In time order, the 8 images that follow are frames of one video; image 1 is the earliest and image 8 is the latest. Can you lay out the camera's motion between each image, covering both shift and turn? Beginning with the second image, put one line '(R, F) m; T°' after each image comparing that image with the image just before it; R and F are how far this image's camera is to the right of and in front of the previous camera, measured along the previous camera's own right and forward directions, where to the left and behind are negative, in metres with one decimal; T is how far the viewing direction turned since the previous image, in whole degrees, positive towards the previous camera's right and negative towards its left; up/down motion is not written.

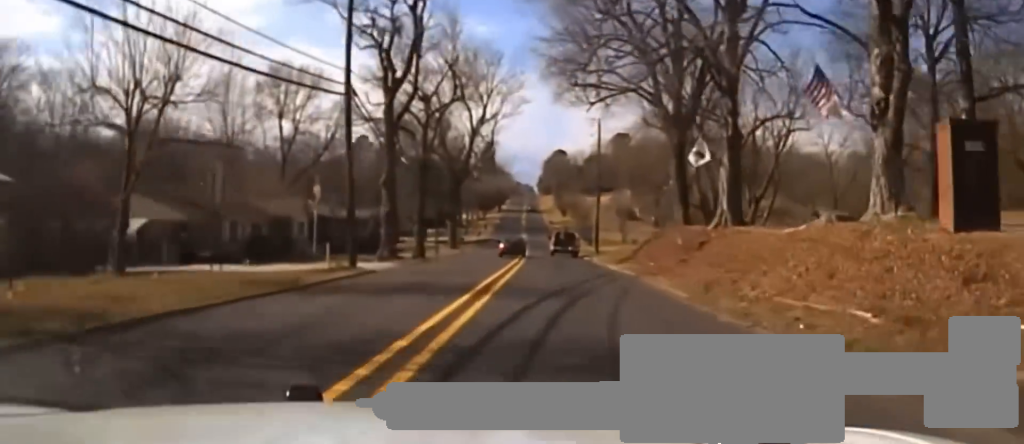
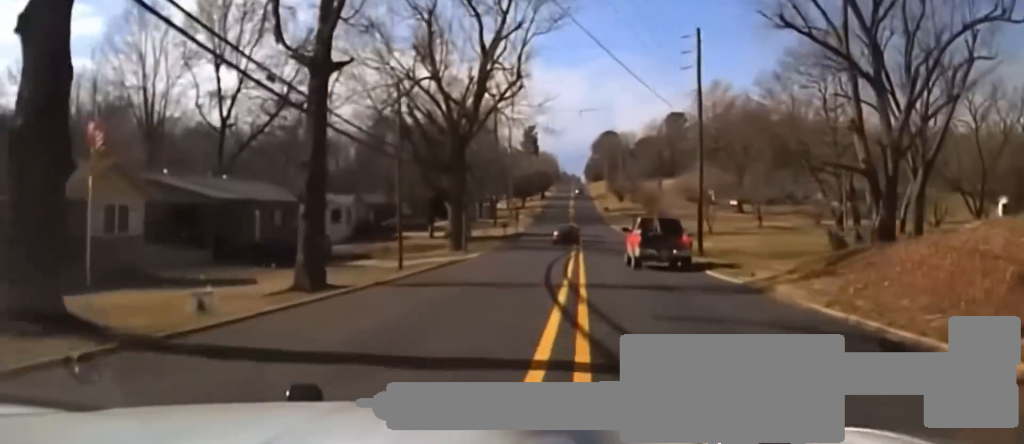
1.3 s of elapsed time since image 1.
(-0.9, +31.8) m; -3°
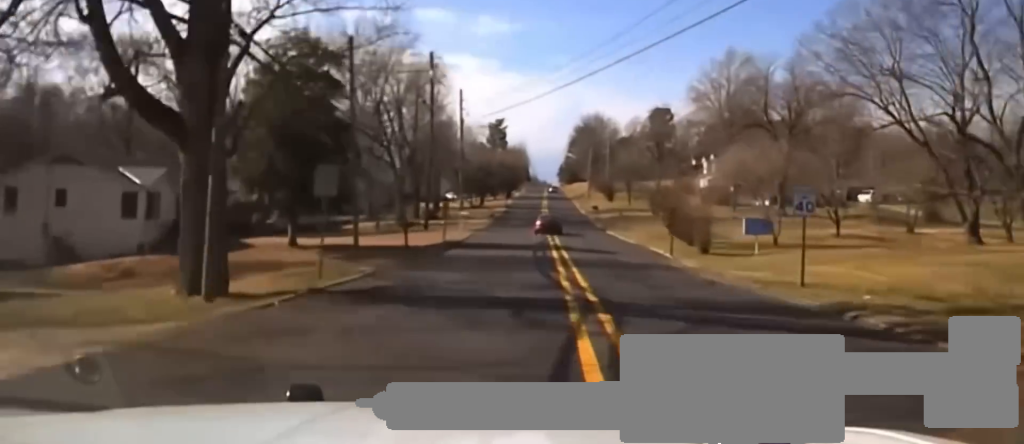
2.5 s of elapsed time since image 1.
(-0.3, +35.9) m; +1°
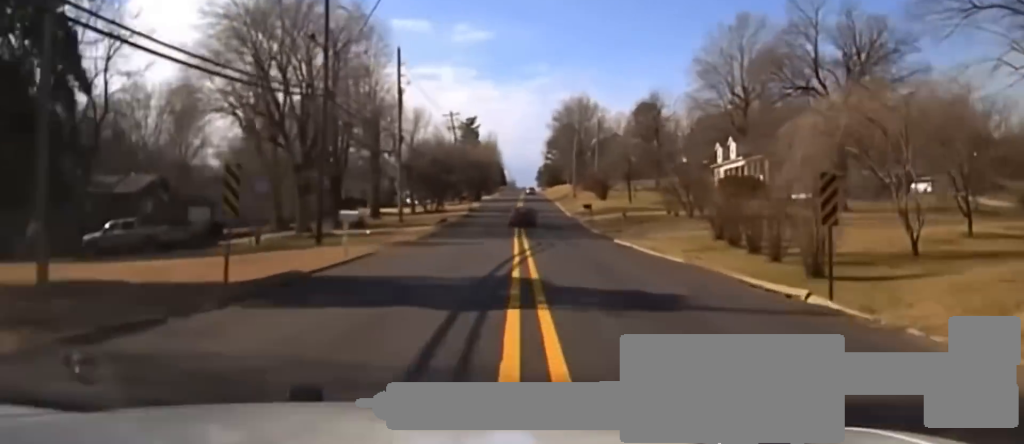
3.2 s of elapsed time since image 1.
(+0.3, +25.3) m; +1°
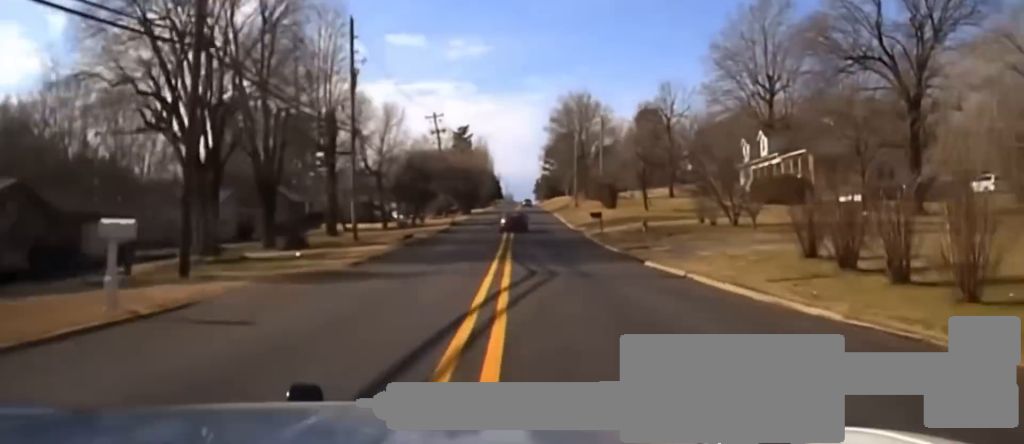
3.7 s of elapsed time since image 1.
(+0.2, +15.4) m; 0°
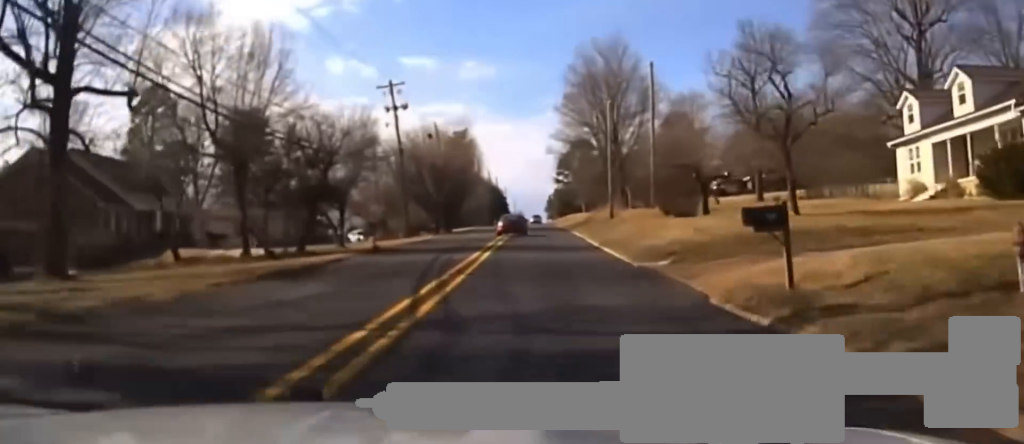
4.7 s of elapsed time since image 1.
(+0.3, +40.1) m; 0°
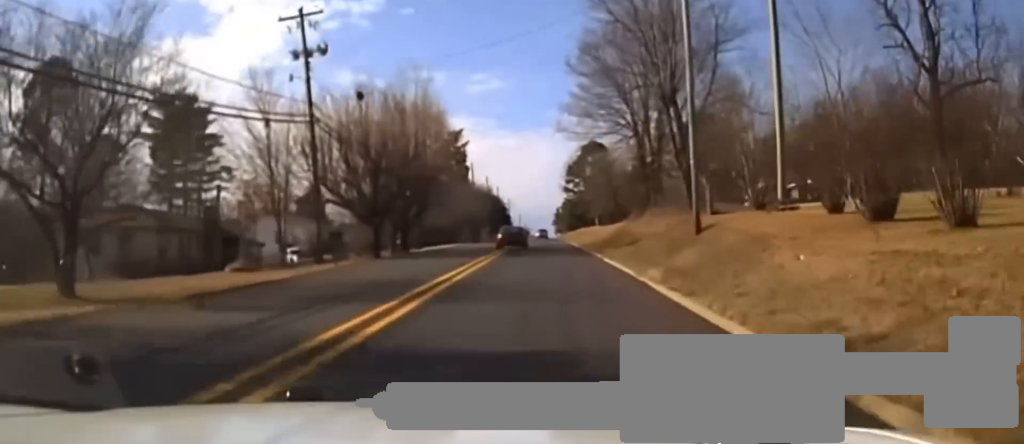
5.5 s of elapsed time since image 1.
(0.0, +30.7) m; 0°
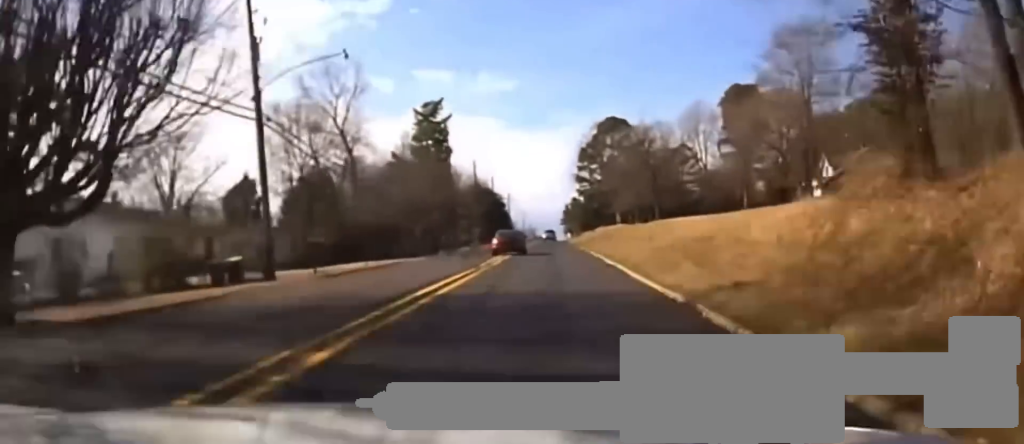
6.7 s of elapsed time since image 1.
(-0.3, +39.2) m; -1°
